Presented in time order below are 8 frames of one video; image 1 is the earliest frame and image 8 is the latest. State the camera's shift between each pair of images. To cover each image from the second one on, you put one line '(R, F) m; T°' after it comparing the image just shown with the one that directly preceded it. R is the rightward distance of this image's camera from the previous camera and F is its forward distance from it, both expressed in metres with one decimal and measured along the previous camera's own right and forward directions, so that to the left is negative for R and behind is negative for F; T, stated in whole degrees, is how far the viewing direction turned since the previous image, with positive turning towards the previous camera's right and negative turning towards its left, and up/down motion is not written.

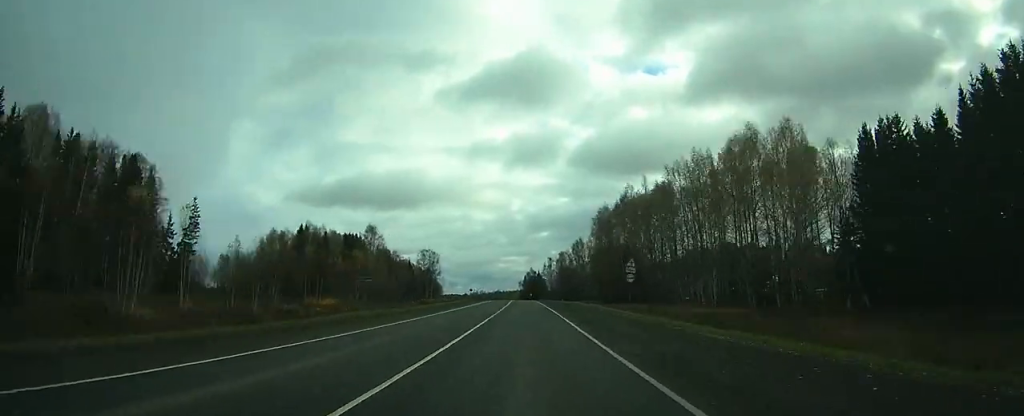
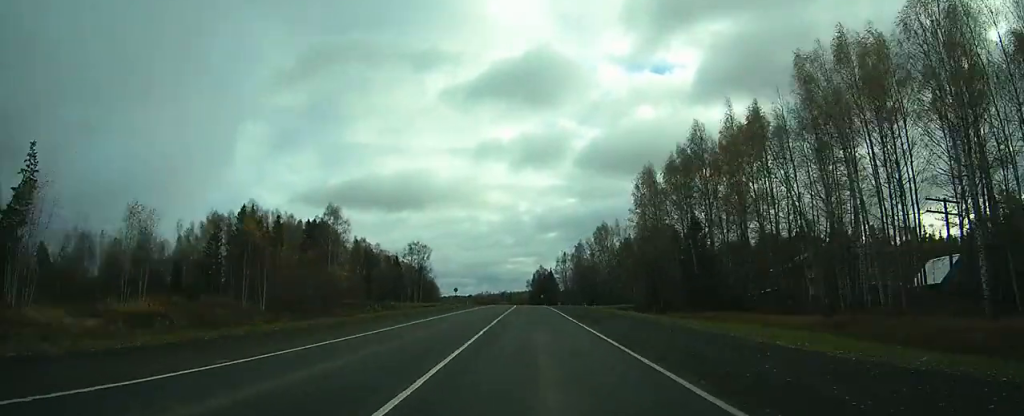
(-0.5, +44.6) m; -1°
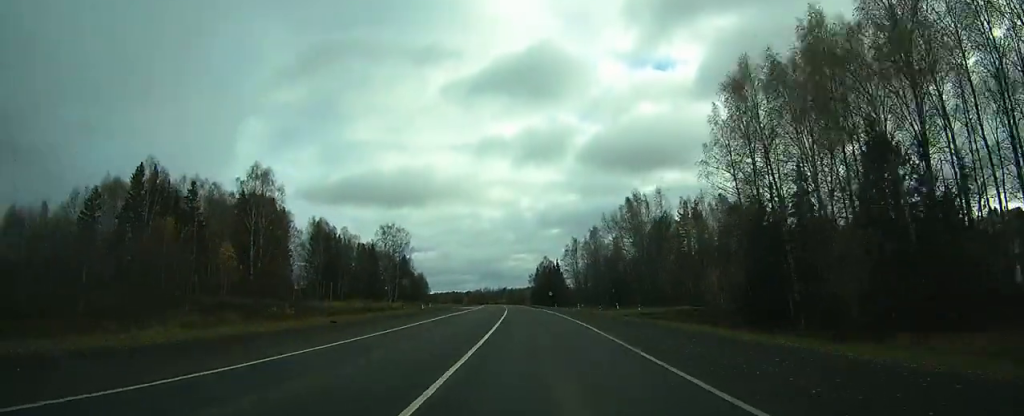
(-0.3, +42.6) m; -1°
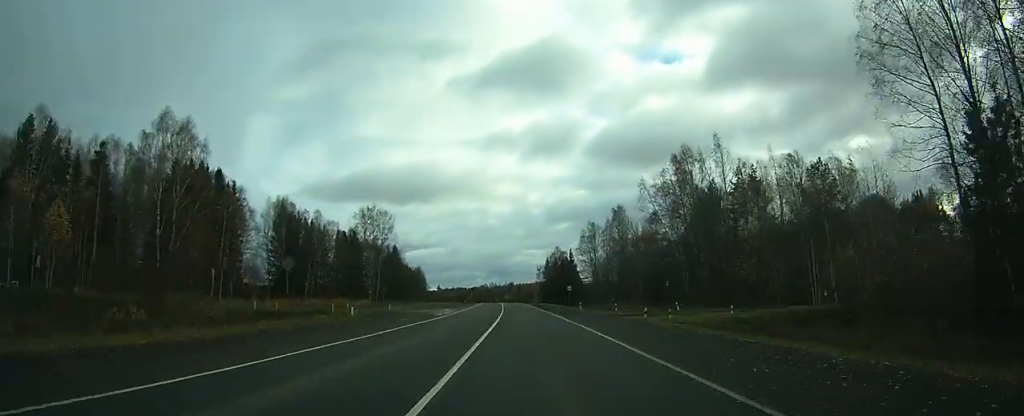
(0.0, +30.1) m; 0°
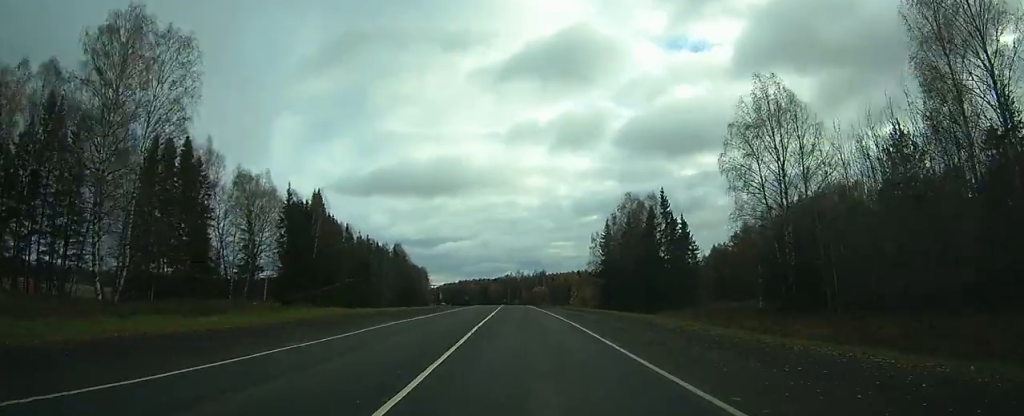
(-2.2, +101.5) m; -3°
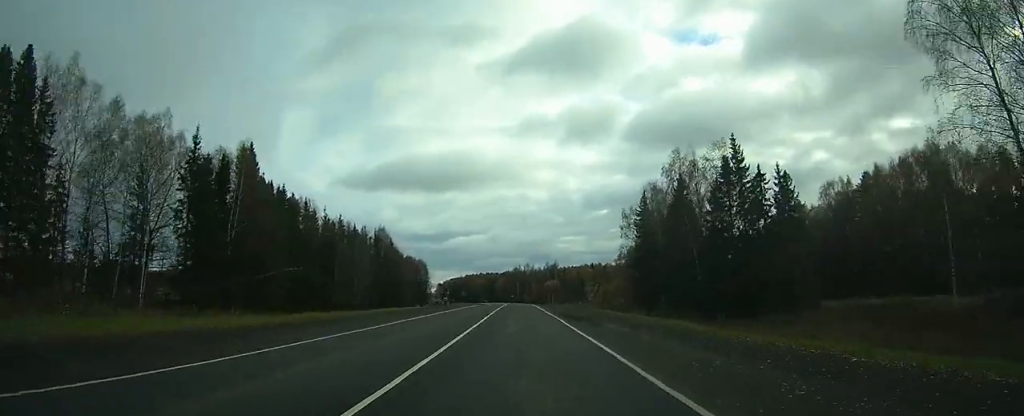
(-0.3, +31.1) m; -1°
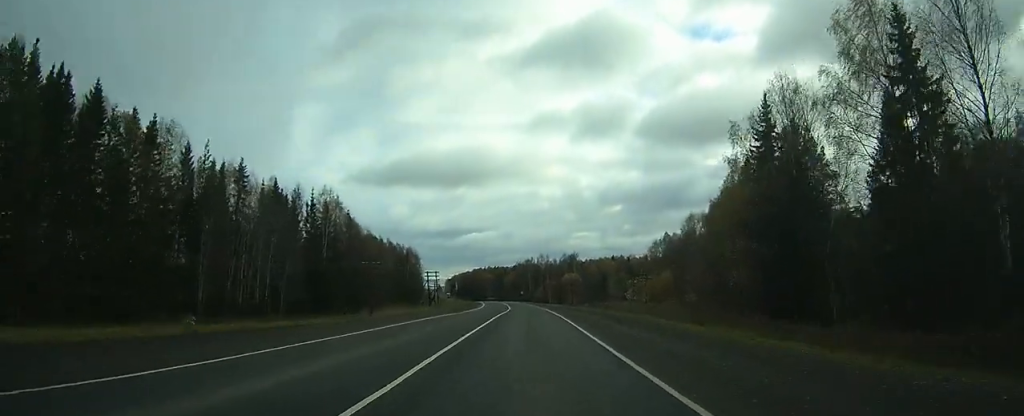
(-0.6, +48.1) m; -1°
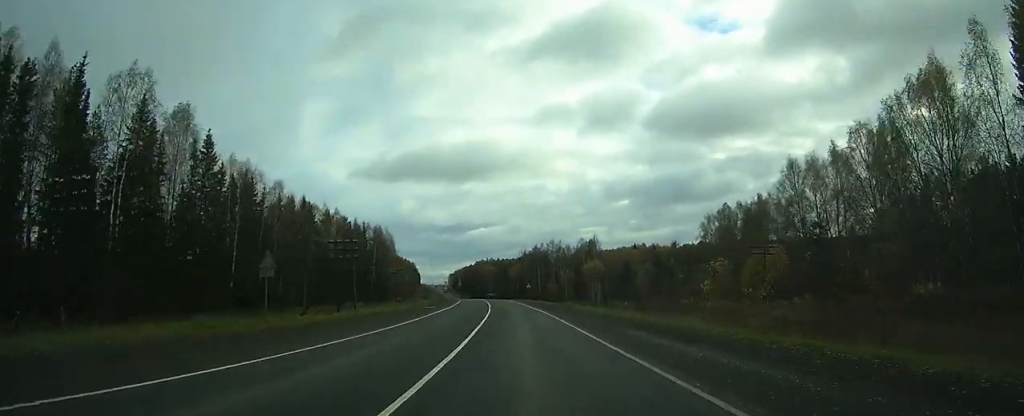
(-0.6, +53.0) m; -2°
